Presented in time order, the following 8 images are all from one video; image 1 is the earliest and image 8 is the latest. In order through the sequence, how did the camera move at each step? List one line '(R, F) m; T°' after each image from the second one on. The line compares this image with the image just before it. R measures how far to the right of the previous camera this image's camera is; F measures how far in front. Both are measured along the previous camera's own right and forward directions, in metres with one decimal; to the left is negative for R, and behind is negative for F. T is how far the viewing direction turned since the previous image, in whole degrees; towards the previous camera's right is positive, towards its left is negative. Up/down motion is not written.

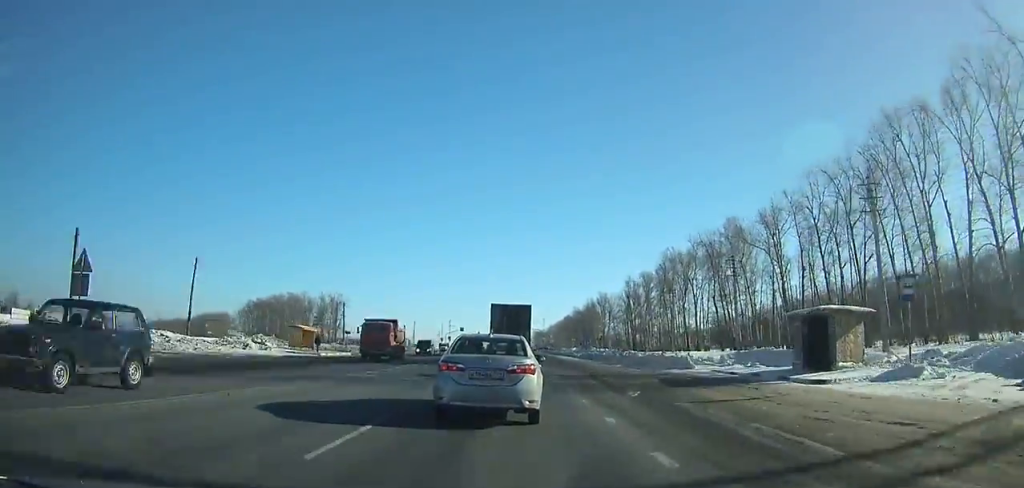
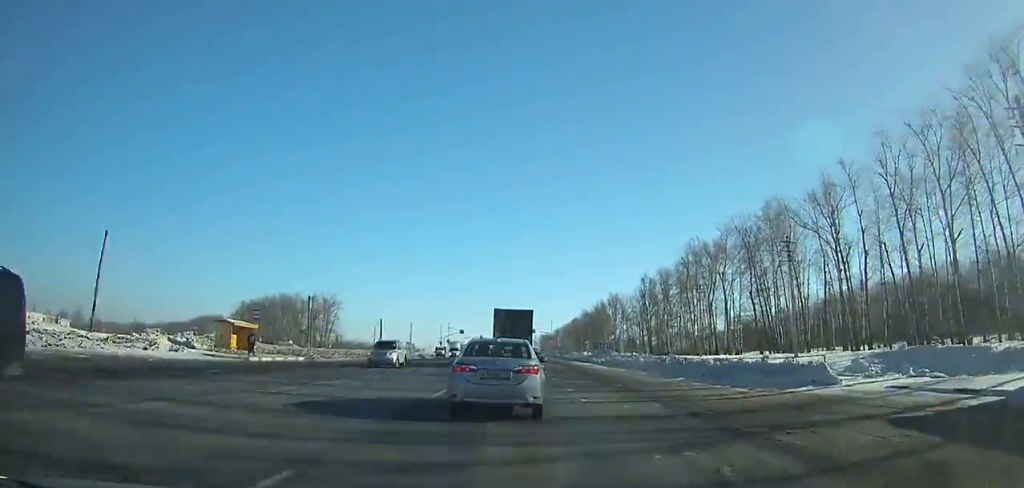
(-0.2, +16.1) m; -1°
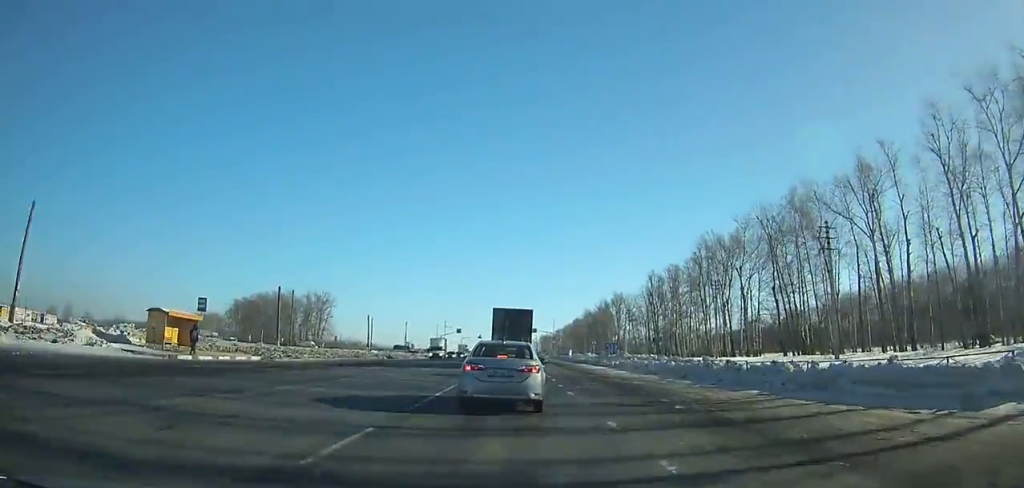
(-0.1, +7.9) m; 0°
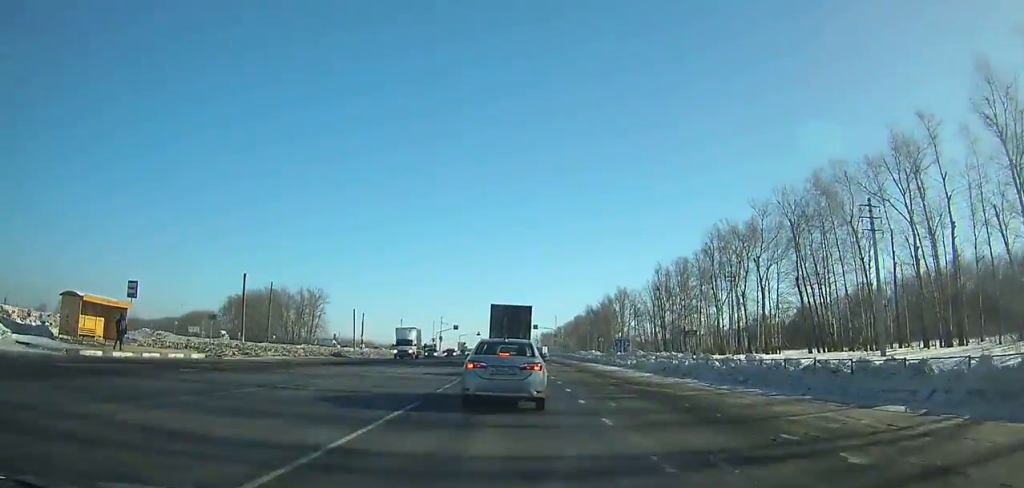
(0.0, +6.0) m; 0°
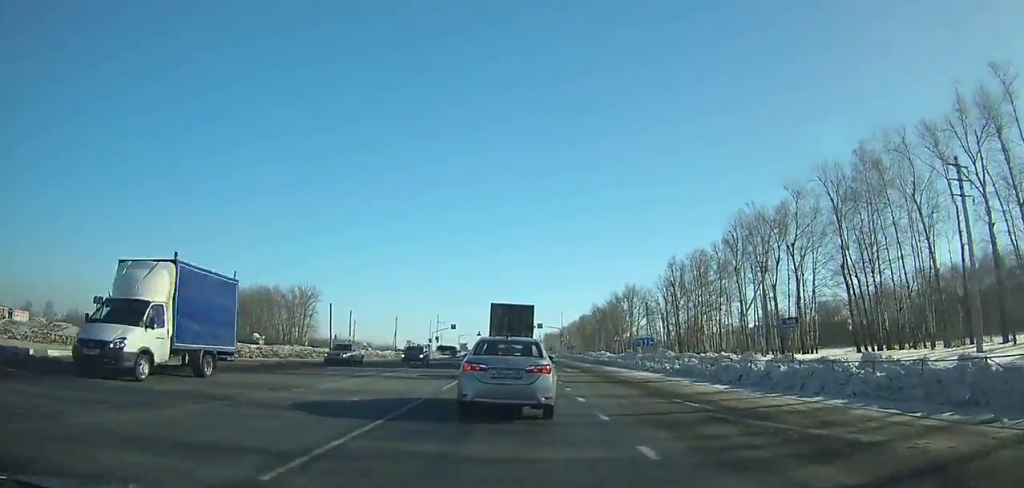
(+0.1, +8.9) m; +1°
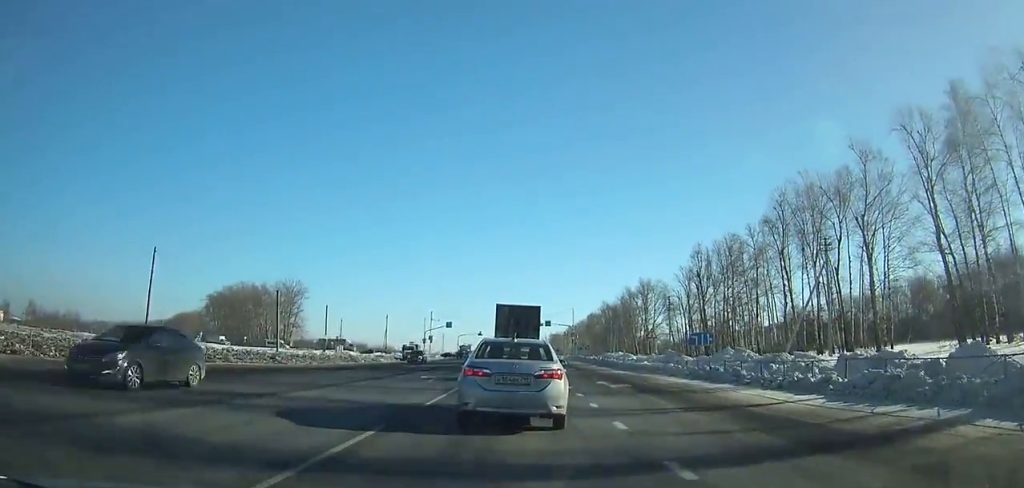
(+0.1, +15.1) m; -1°
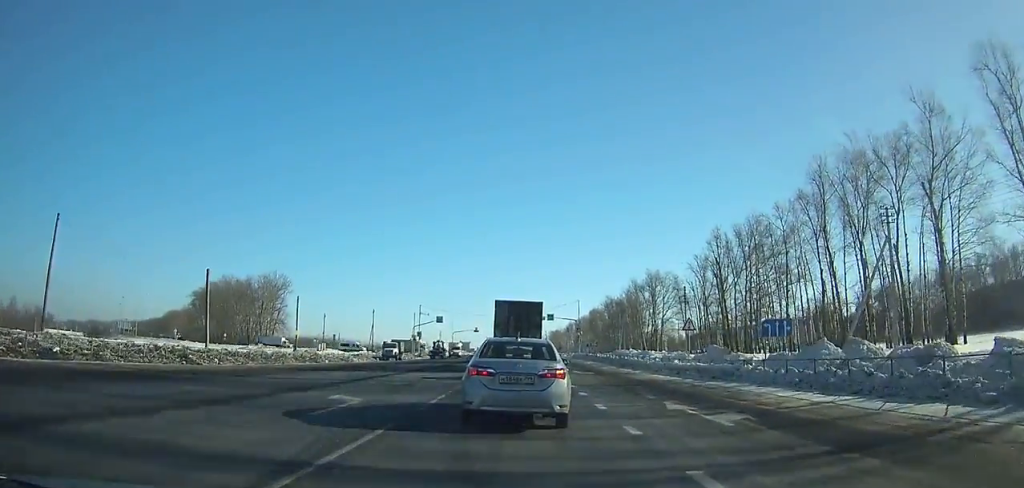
(-0.1, +12.5) m; +3°
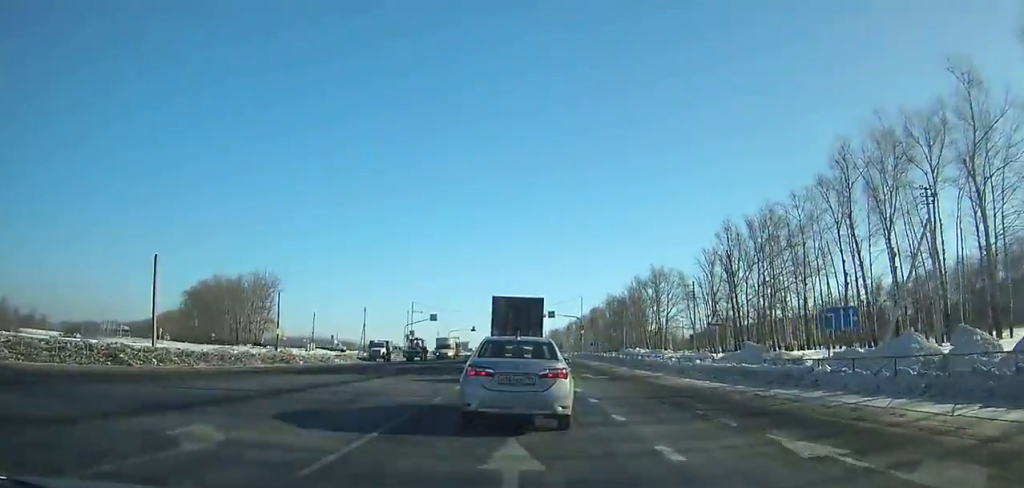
(+0.4, +8.6) m; +3°
